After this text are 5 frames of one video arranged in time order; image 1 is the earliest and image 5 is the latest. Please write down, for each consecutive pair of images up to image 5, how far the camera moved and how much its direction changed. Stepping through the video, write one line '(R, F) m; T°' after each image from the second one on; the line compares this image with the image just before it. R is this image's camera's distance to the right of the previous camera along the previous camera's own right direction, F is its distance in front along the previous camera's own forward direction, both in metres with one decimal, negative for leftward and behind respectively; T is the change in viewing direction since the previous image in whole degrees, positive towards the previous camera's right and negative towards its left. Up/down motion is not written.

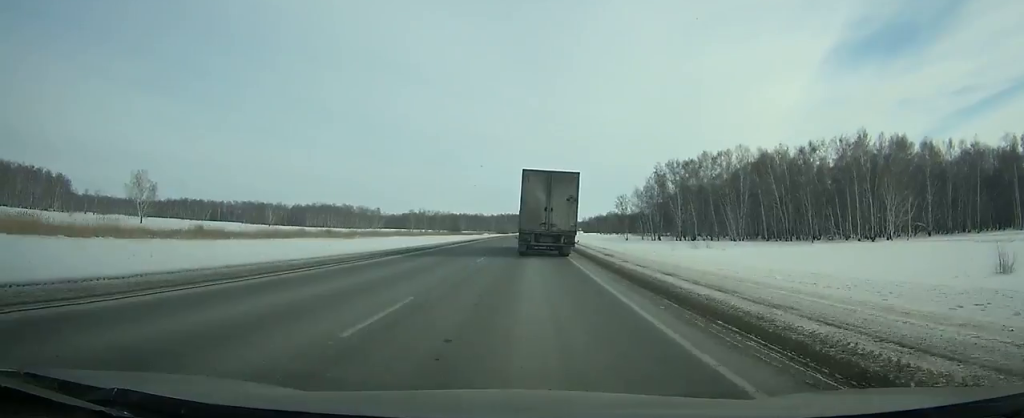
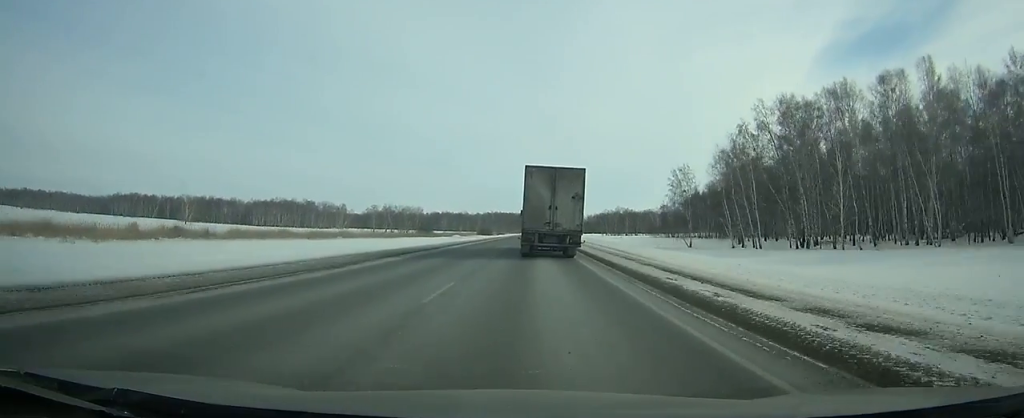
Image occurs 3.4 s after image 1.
(+0.9, +77.5) m; +1°
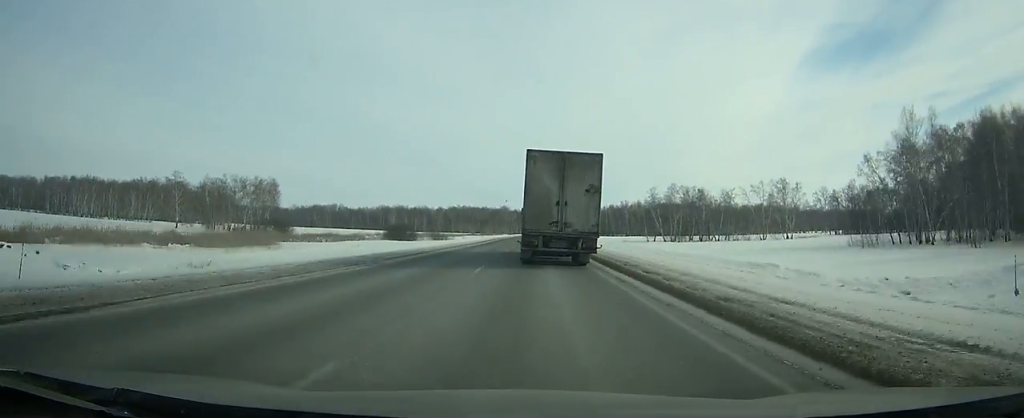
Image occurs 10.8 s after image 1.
(+4.0, +169.1) m; +2°
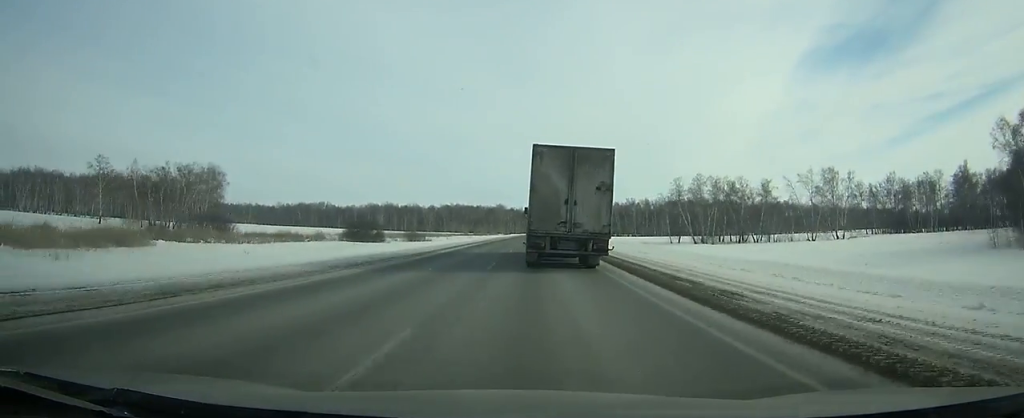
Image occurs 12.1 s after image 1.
(0.0, +29.9) m; 0°
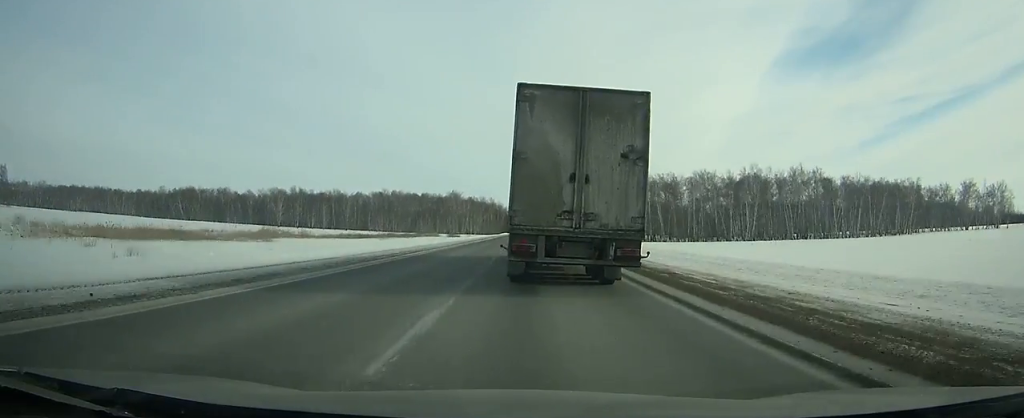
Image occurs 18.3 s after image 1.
(+3.2, +141.2) m; +3°
